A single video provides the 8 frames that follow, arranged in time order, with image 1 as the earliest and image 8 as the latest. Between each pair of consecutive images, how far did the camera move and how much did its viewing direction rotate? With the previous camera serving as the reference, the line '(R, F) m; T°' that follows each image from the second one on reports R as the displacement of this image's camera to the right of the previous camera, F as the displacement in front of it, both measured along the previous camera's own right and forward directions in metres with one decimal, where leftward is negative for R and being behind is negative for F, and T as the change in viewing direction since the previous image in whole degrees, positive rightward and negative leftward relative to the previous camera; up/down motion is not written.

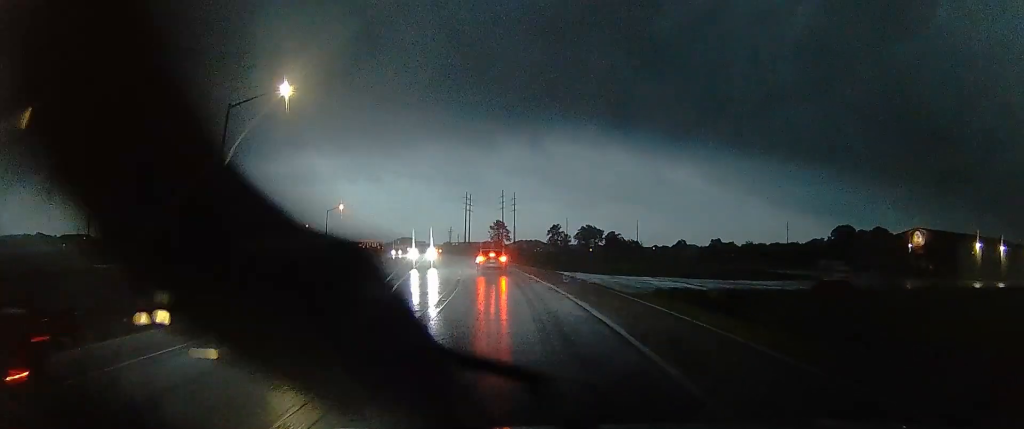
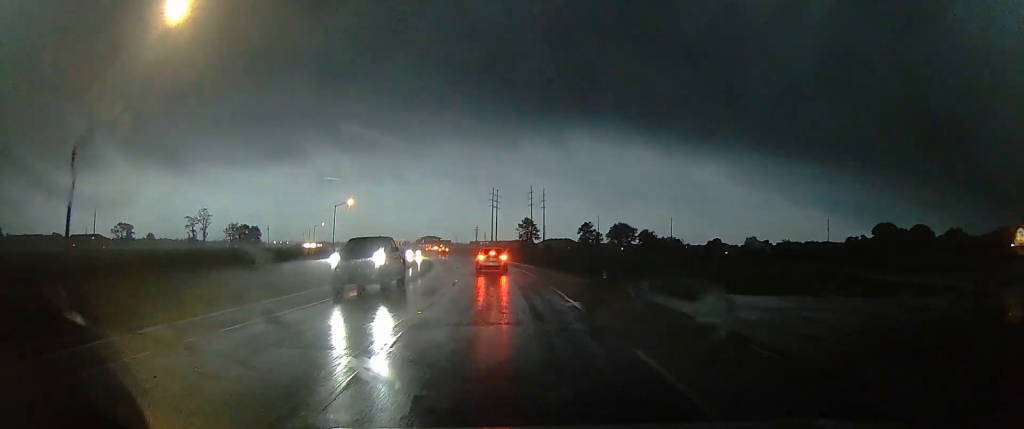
(0.0, +15.4) m; 0°
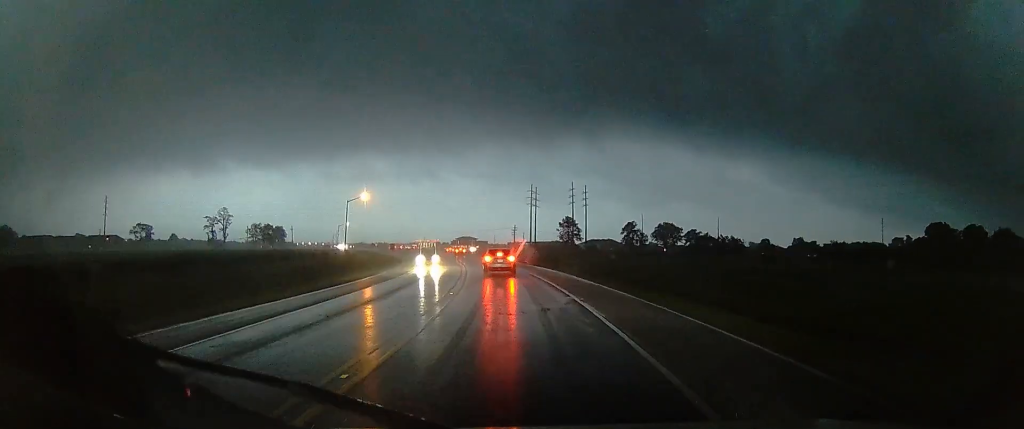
(0.0, +18.7) m; 0°
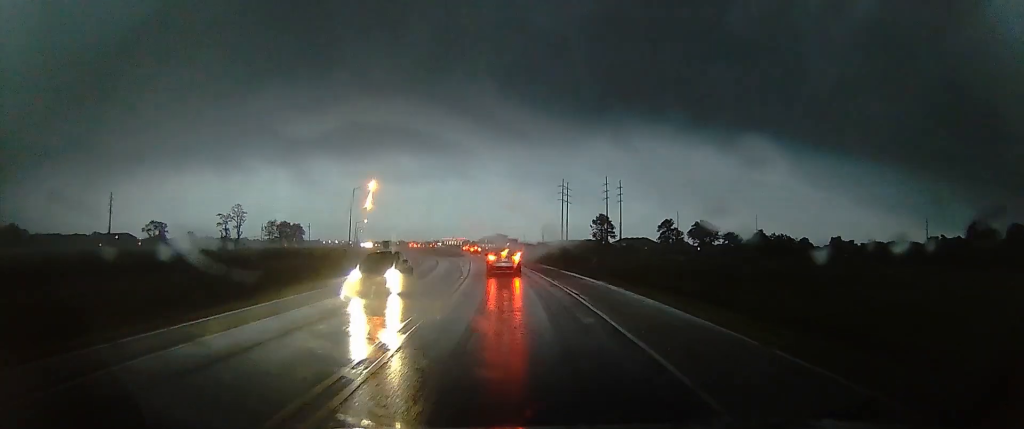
(0.0, +15.9) m; 0°
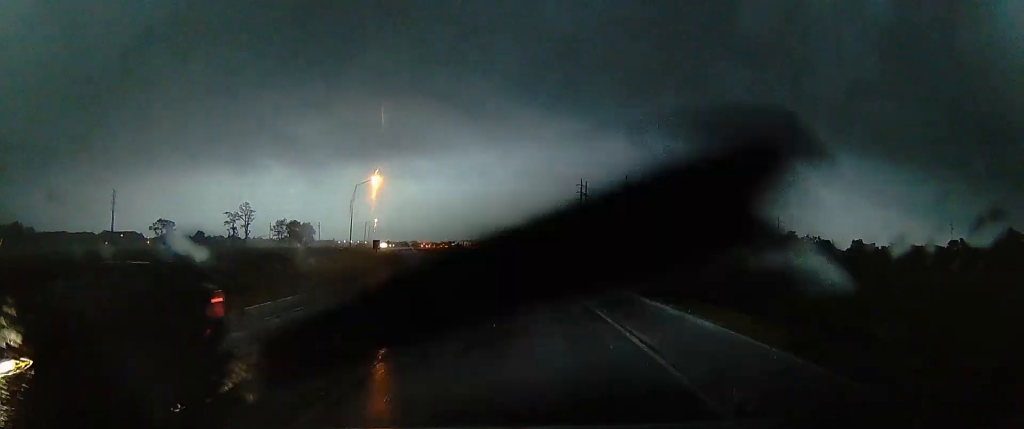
(0.0, +9.1) m; 0°
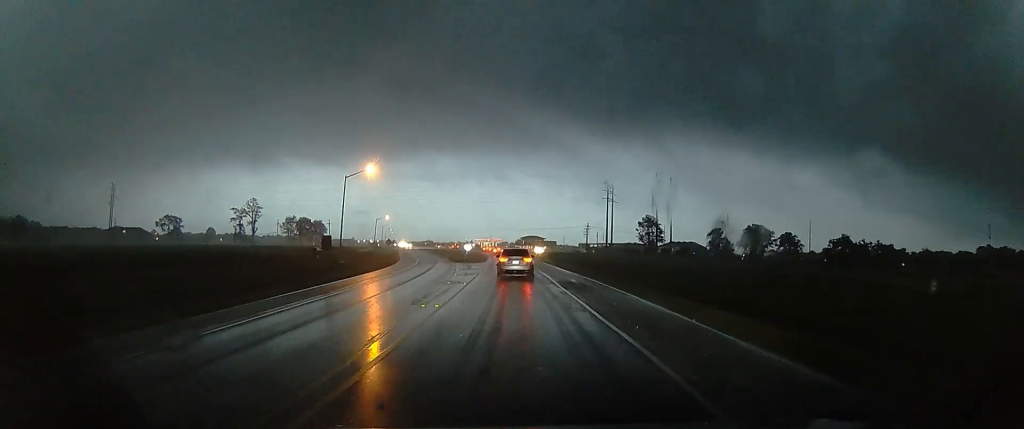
(0.0, +15.5) m; 0°
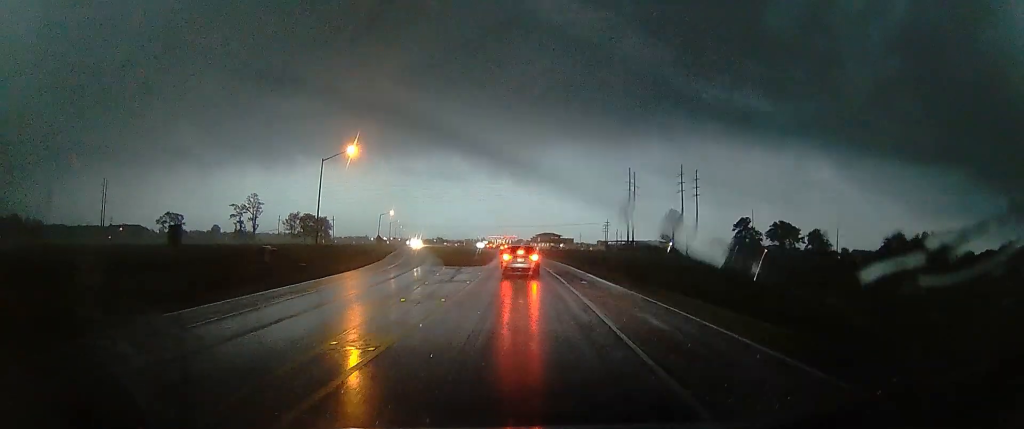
(0.0, +15.2) m; 0°
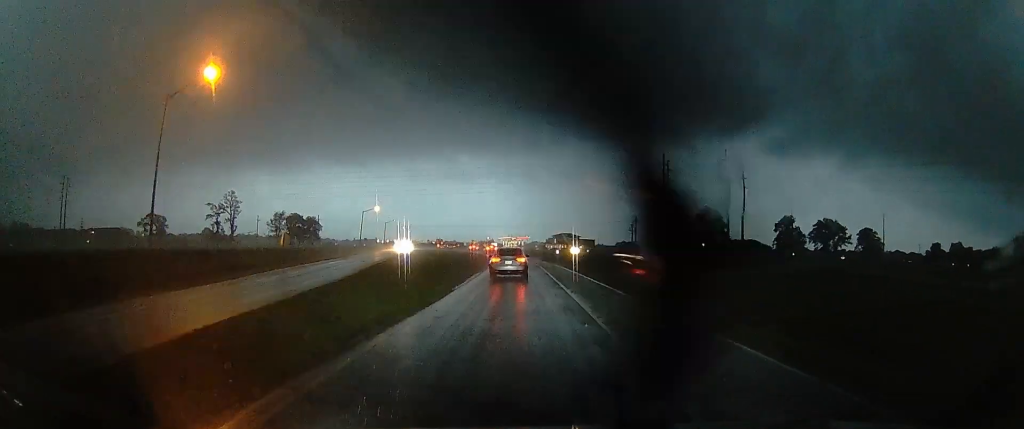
(0.0, +35.5) m; 0°
